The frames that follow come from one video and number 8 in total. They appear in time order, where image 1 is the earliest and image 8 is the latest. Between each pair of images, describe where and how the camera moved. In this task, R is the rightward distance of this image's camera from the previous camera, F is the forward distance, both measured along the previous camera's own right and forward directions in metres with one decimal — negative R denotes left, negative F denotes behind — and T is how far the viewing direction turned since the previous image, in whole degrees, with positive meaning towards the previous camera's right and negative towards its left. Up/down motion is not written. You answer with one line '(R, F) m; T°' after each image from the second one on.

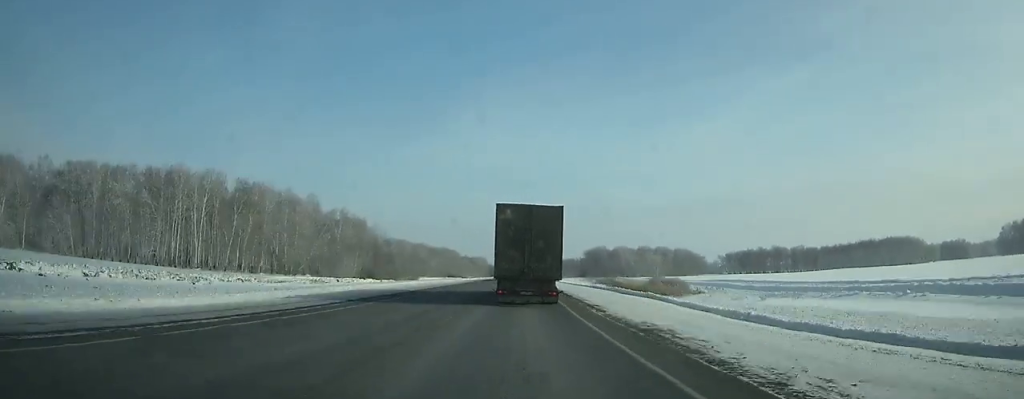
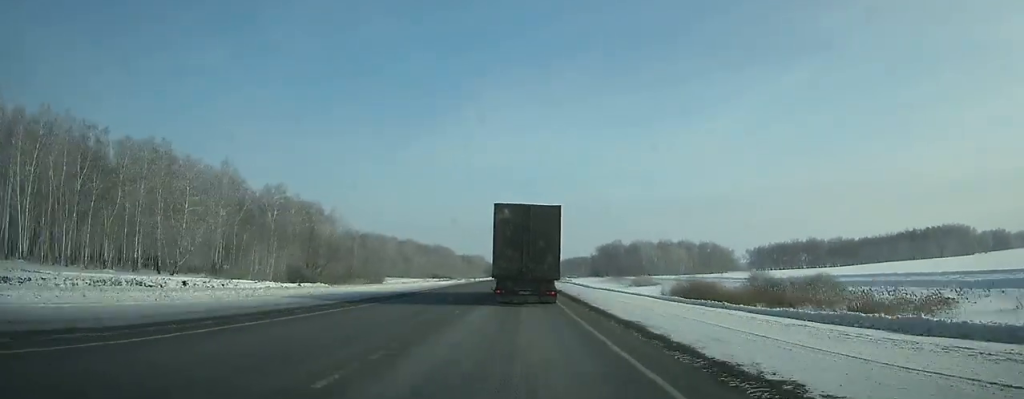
(0.0, +47.9) m; 0°
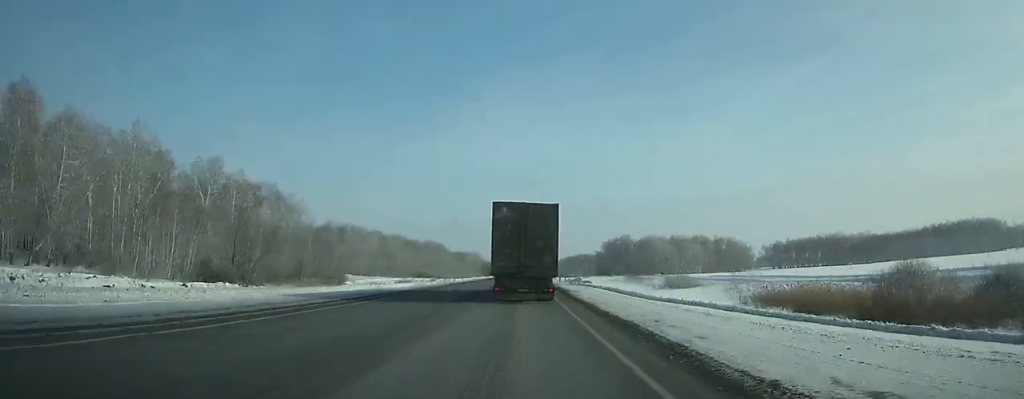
(0.0, +29.0) m; 0°
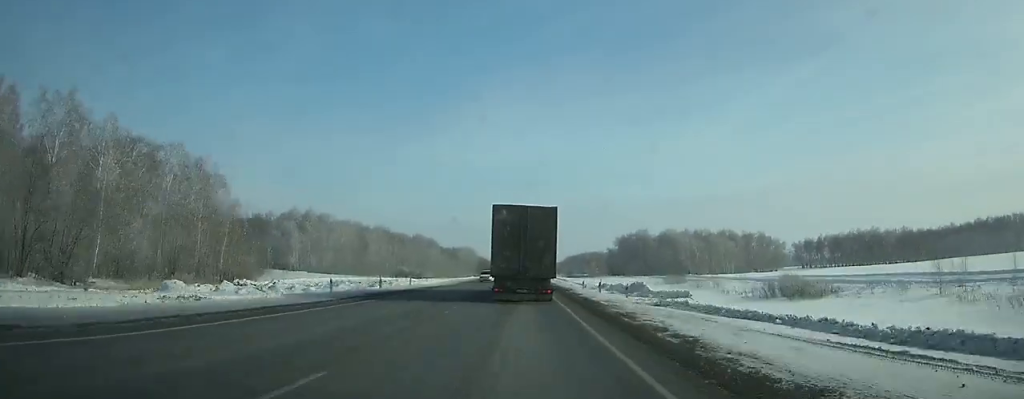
(0.0, +39.6) m; 0°
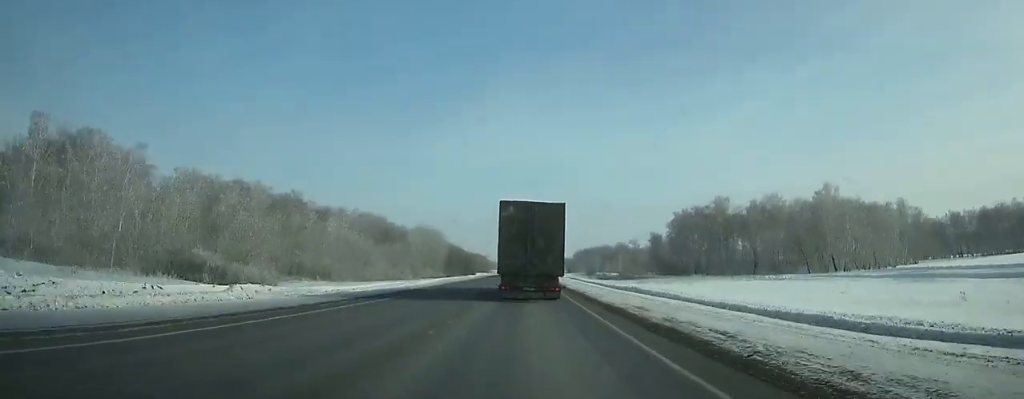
(-0.2, +110.0) m; 0°
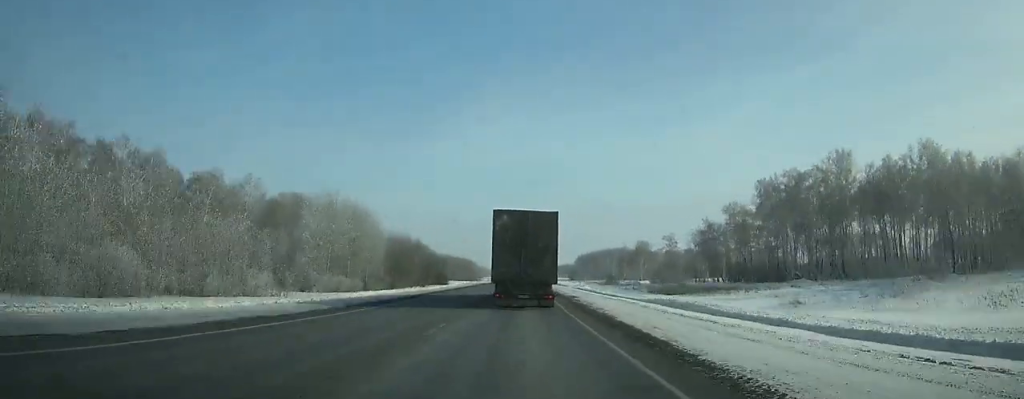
(+0.3, +69.7) m; 0°
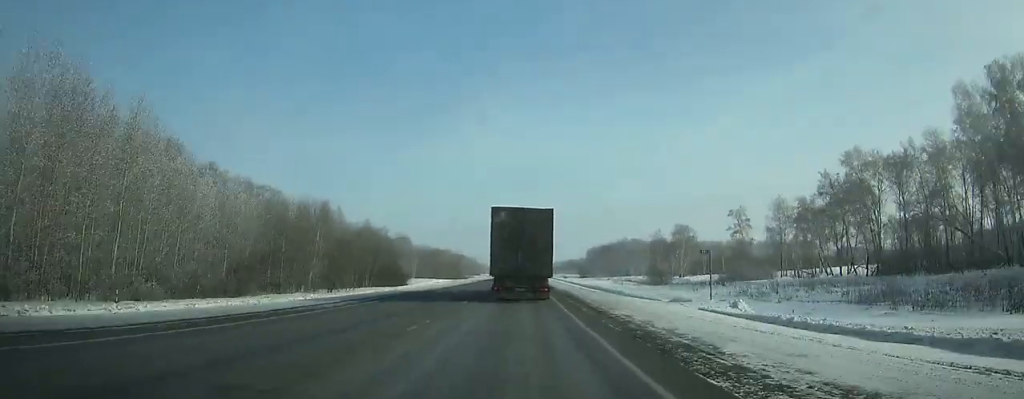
(-0.2, +60.9) m; 0°
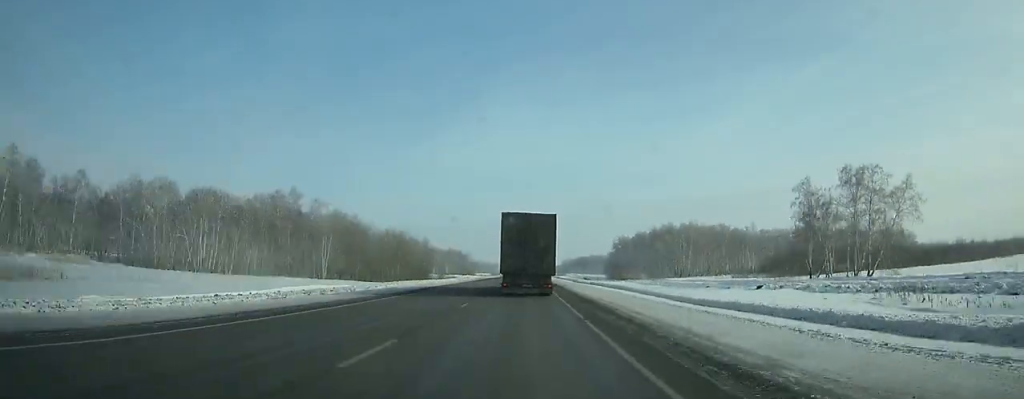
(-0.5, +101.9) m; 0°
